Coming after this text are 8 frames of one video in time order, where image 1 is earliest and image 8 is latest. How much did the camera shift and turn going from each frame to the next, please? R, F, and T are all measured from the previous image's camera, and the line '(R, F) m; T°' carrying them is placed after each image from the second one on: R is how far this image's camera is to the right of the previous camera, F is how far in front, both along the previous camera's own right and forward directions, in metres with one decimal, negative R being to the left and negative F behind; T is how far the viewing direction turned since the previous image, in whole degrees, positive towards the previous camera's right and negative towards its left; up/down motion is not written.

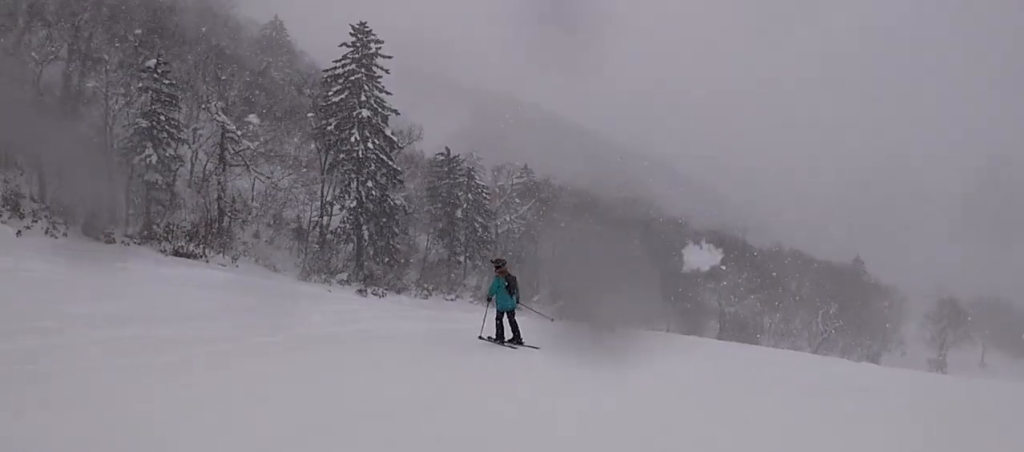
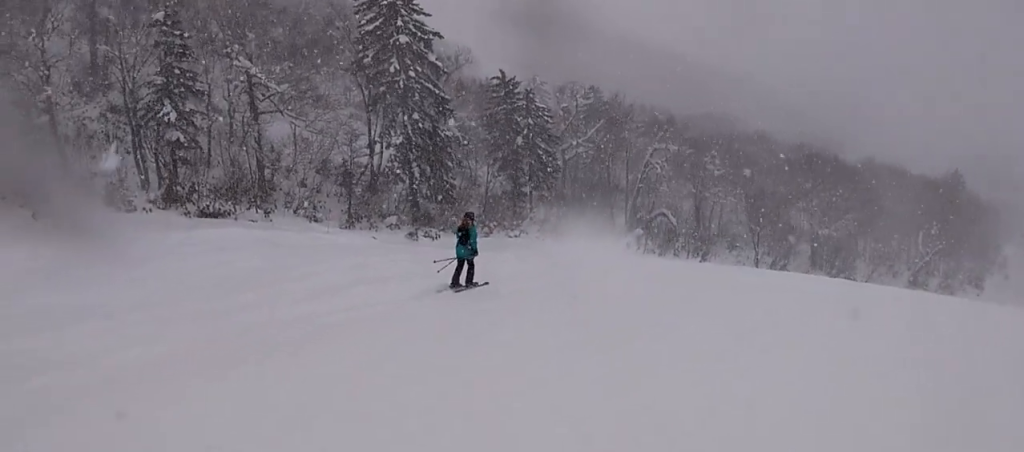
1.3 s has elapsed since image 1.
(-1.2, +5.3) m; -21°
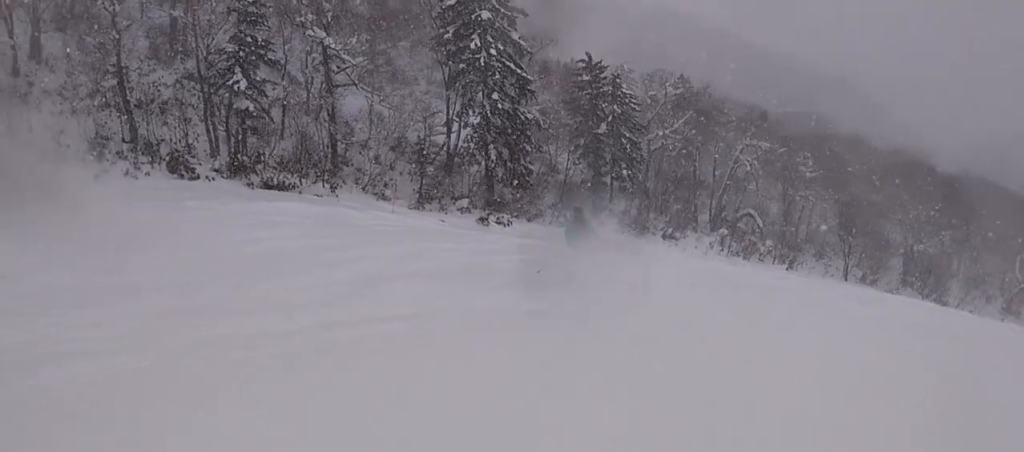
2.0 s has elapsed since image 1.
(-0.1, +2.6) m; -10°
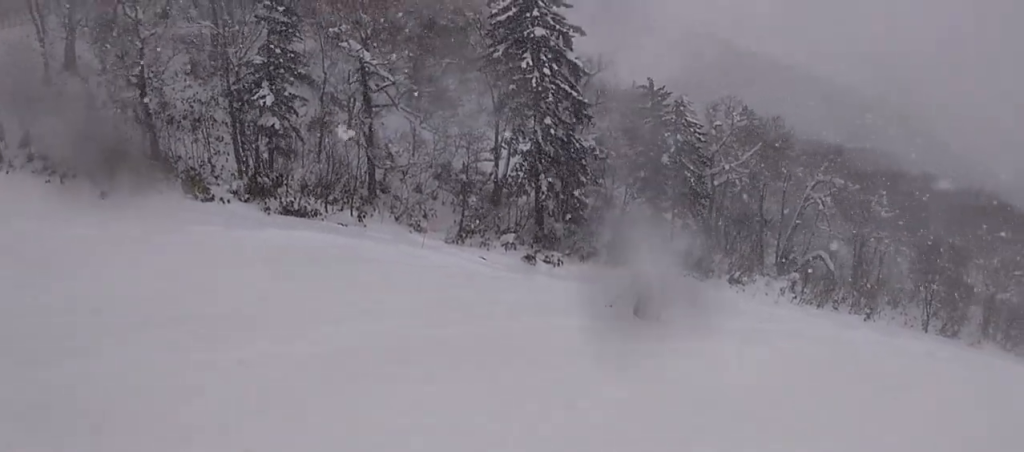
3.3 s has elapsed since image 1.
(-1.2, +5.2) m; -5°
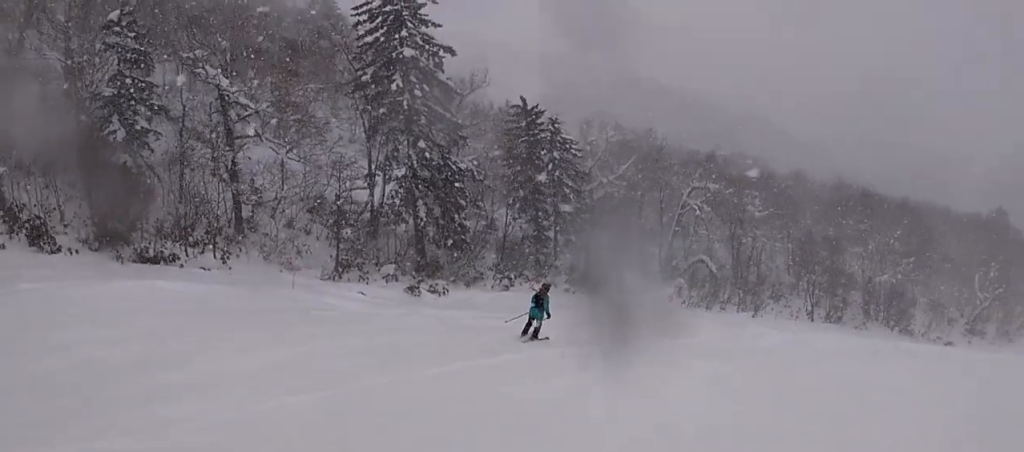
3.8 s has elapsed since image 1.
(+0.3, +1.9) m; +9°
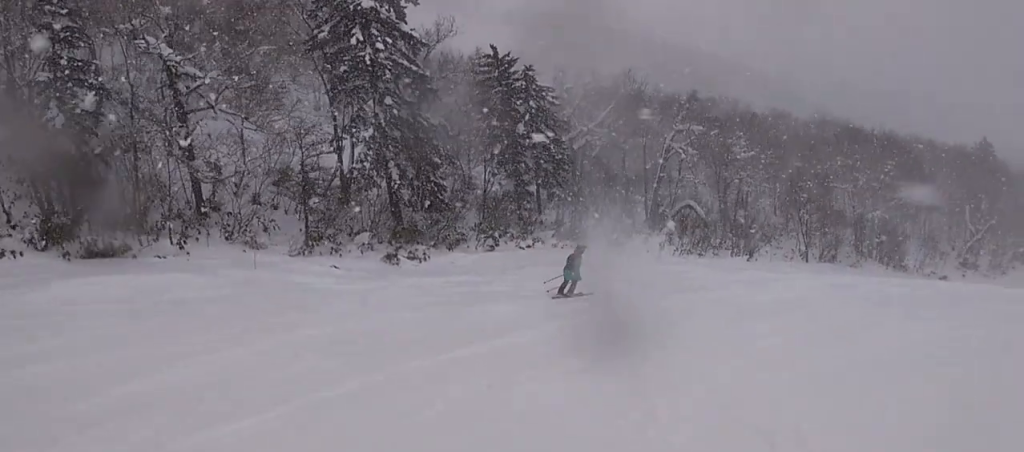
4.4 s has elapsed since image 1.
(+0.5, +2.4) m; +15°
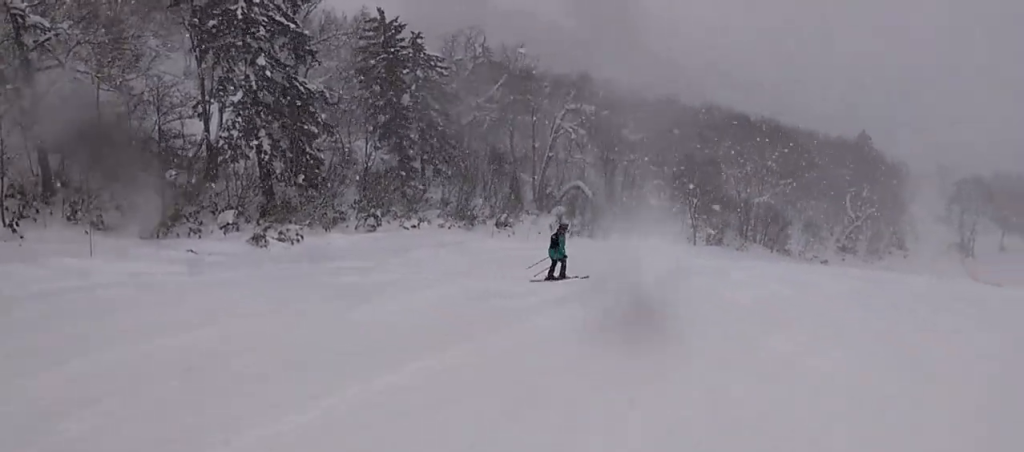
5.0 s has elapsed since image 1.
(+0.3, +2.8) m; +22°
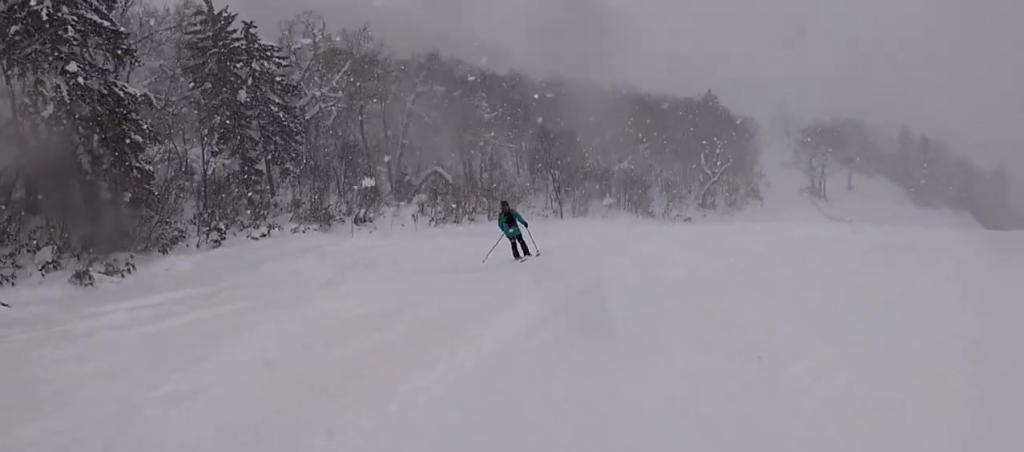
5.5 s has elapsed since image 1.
(-0.4, +2.5) m; +19°
